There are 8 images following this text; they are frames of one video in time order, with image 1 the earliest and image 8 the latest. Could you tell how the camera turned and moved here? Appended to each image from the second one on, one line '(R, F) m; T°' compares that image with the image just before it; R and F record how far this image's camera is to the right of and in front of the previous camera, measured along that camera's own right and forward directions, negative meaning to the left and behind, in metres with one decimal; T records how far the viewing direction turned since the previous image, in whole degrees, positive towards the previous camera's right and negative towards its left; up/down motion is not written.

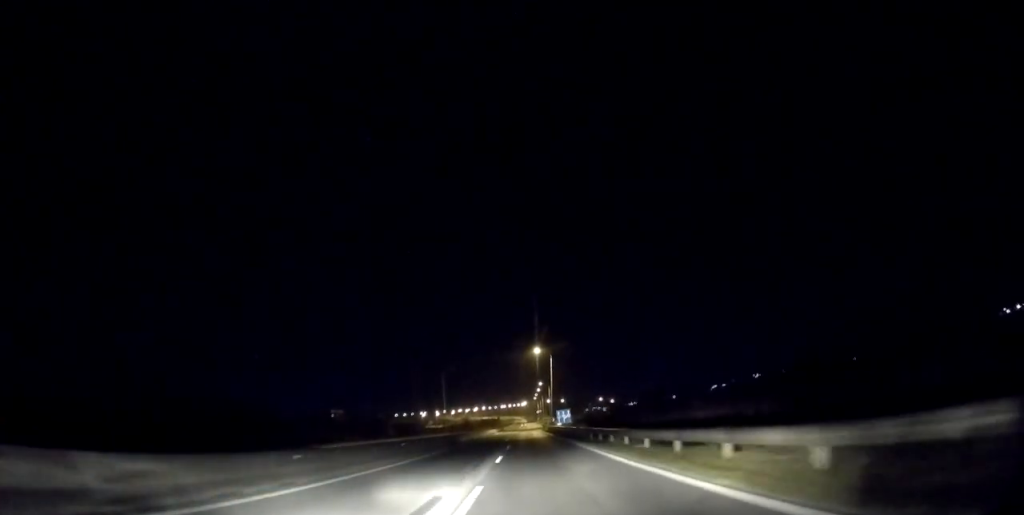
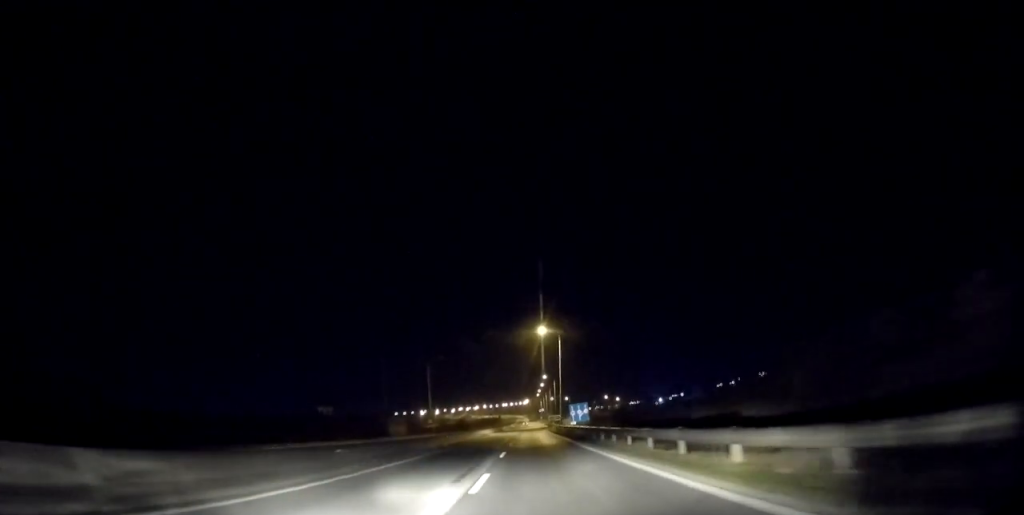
(-0.2, +20.5) m; 0°
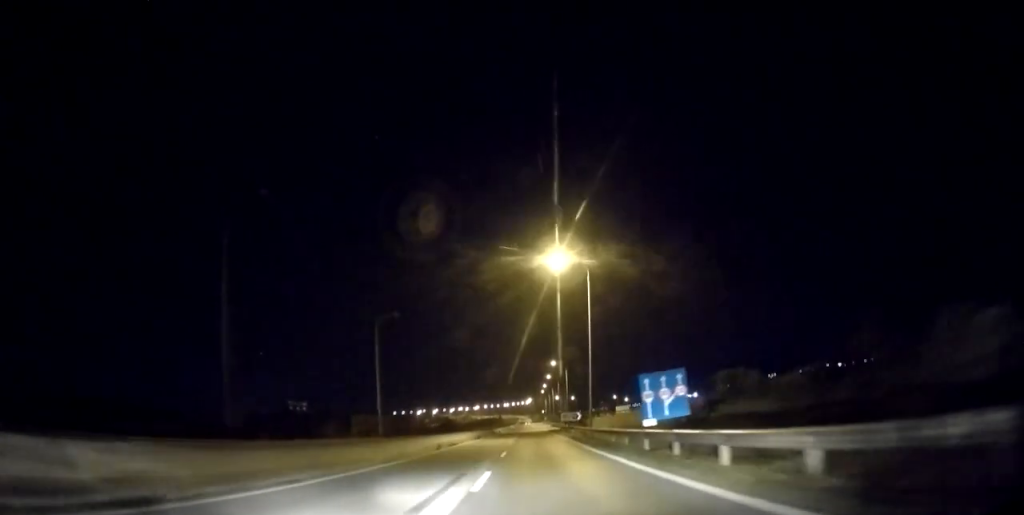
(-0.1, +34.7) m; 0°
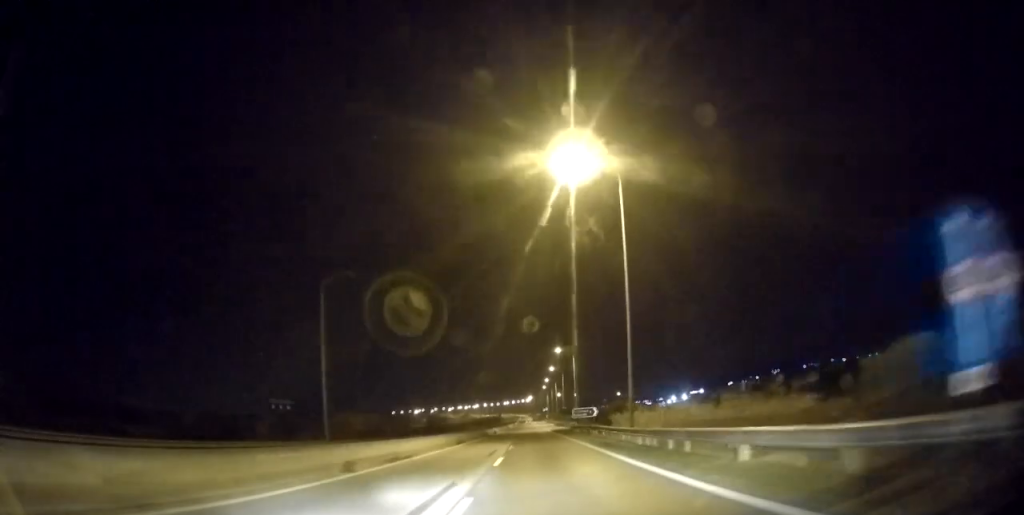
(0.0, +17.4) m; 0°
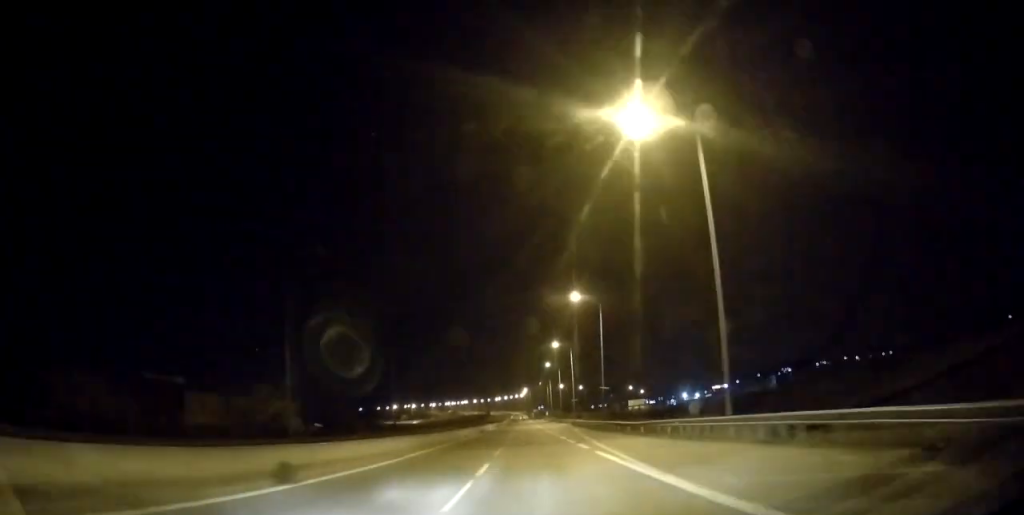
(0.0, +71.3) m; 0°
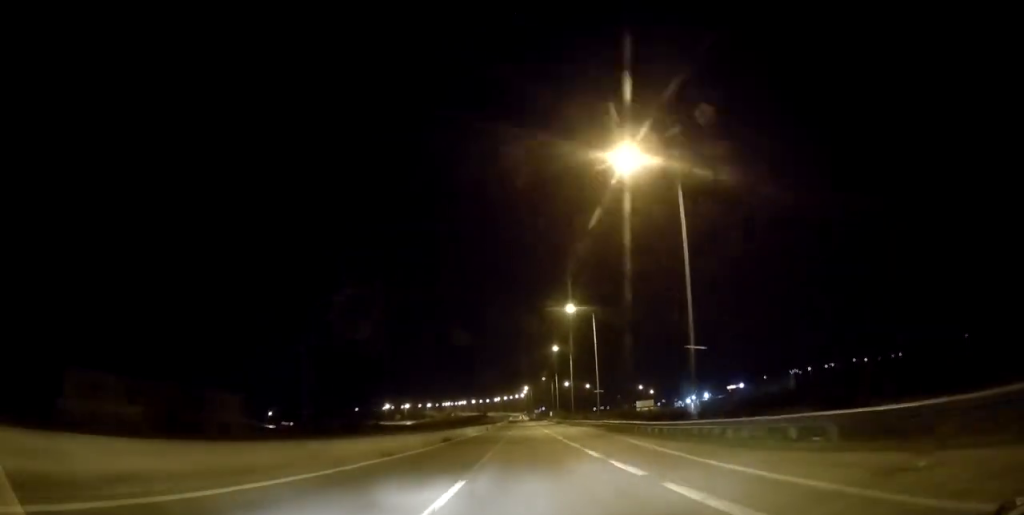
(0.0, +29.6) m; 0°
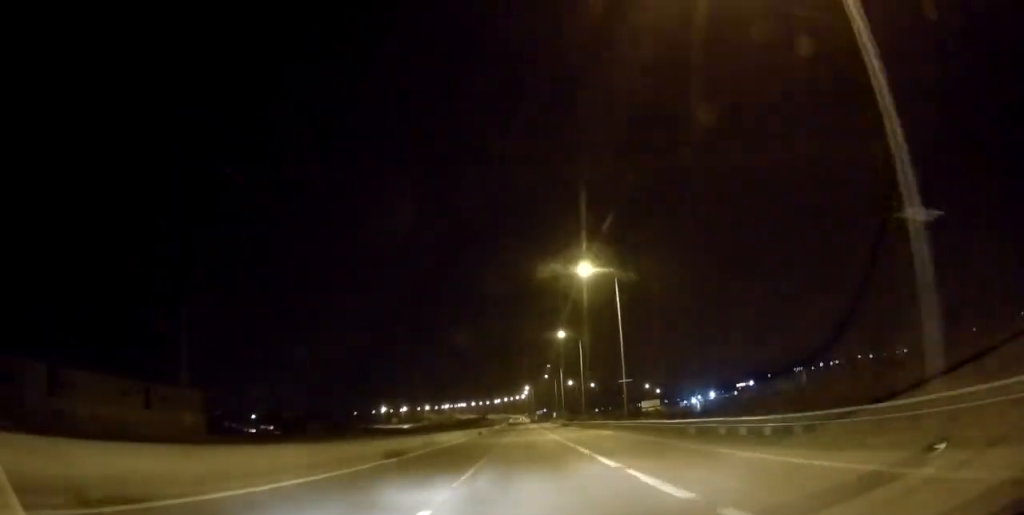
(0.0, +15.8) m; 0°
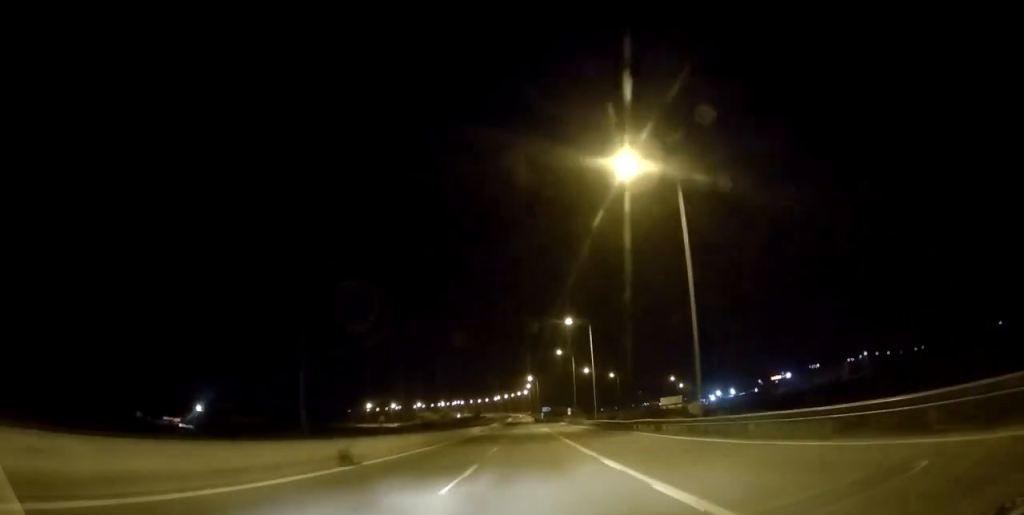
(0.0, +50.8) m; 0°
